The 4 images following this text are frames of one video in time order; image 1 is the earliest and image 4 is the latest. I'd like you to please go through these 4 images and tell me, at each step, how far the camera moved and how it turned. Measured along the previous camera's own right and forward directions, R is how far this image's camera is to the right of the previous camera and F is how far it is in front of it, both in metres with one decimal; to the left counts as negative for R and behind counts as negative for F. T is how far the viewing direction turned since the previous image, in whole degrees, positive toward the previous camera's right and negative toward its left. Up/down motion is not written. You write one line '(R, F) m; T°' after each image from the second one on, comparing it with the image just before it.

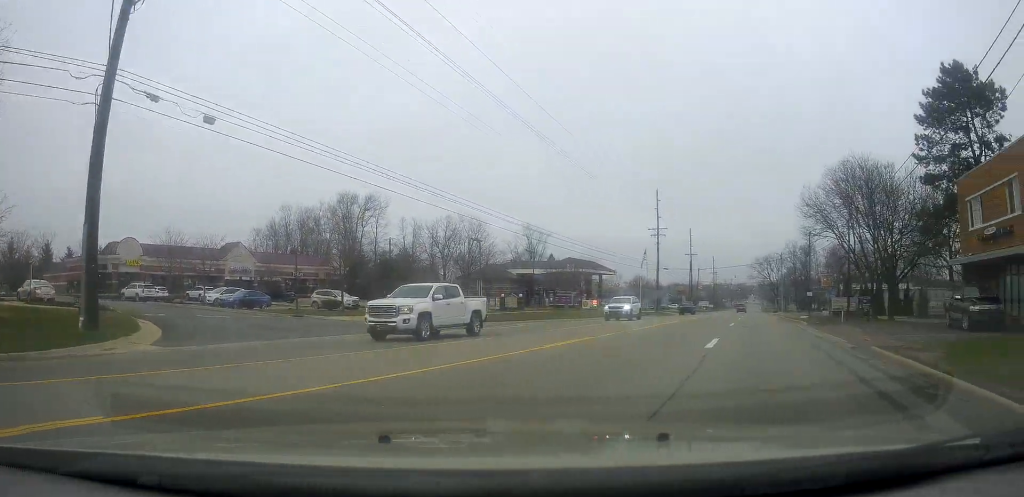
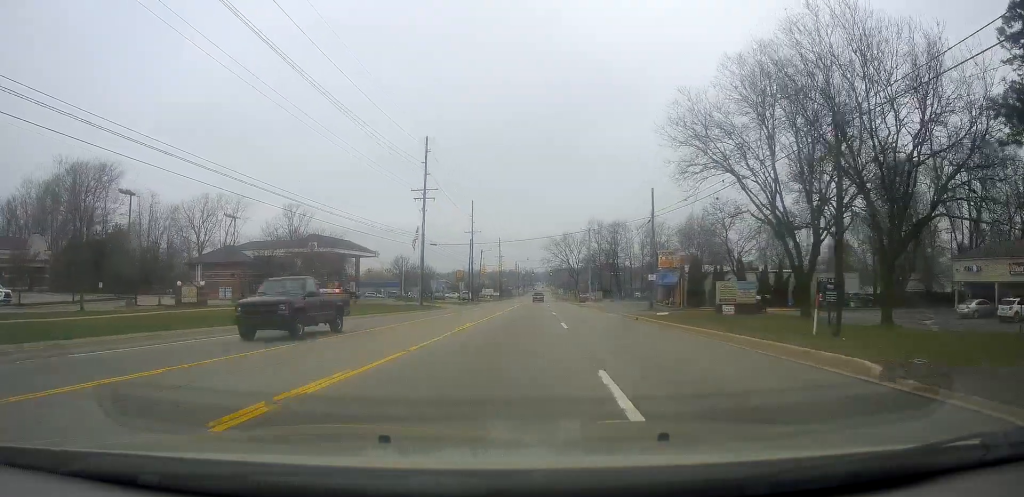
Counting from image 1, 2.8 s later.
(+4.3, +21.7) m; +14°
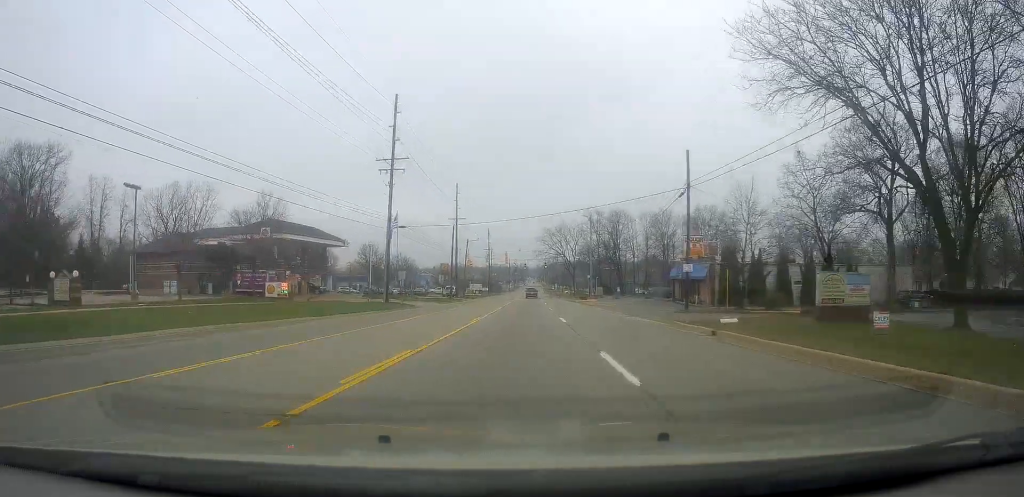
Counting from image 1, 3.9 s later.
(+0.1, +11.4) m; +1°
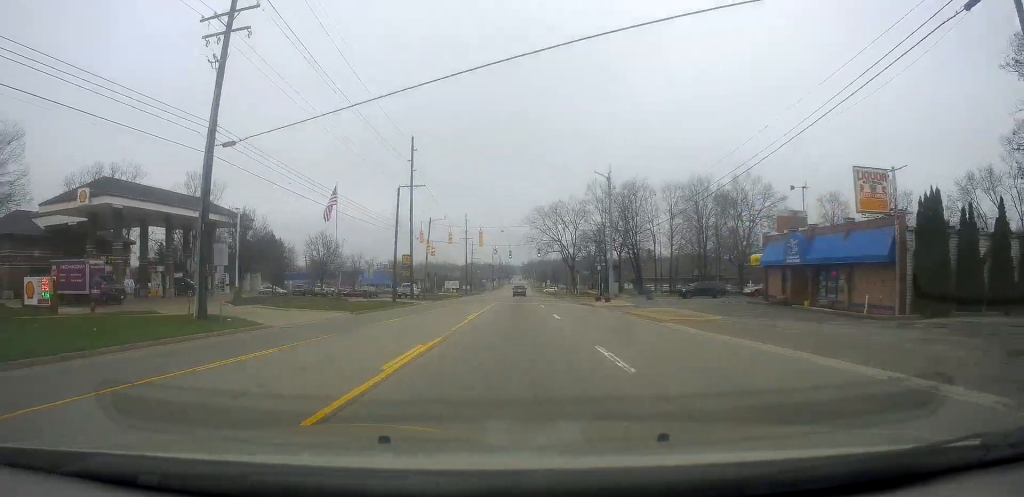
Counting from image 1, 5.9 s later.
(+0.7, +26.7) m; +3°
